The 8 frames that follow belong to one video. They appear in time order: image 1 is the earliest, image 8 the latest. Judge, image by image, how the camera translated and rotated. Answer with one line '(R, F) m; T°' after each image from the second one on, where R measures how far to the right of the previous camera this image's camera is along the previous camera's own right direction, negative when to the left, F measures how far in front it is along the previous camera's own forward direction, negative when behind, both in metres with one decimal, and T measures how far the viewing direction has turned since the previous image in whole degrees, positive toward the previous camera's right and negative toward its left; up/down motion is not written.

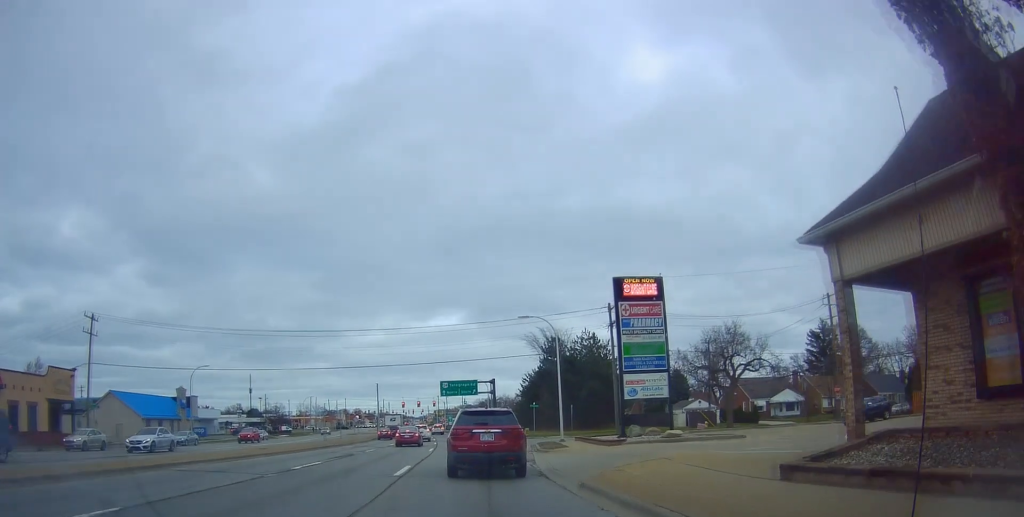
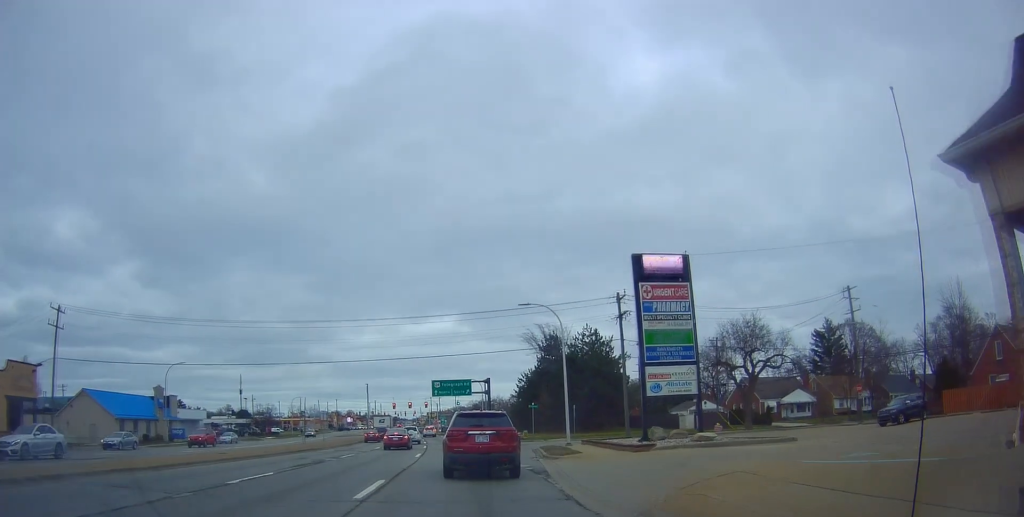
(+0.2, +6.0) m; 0°
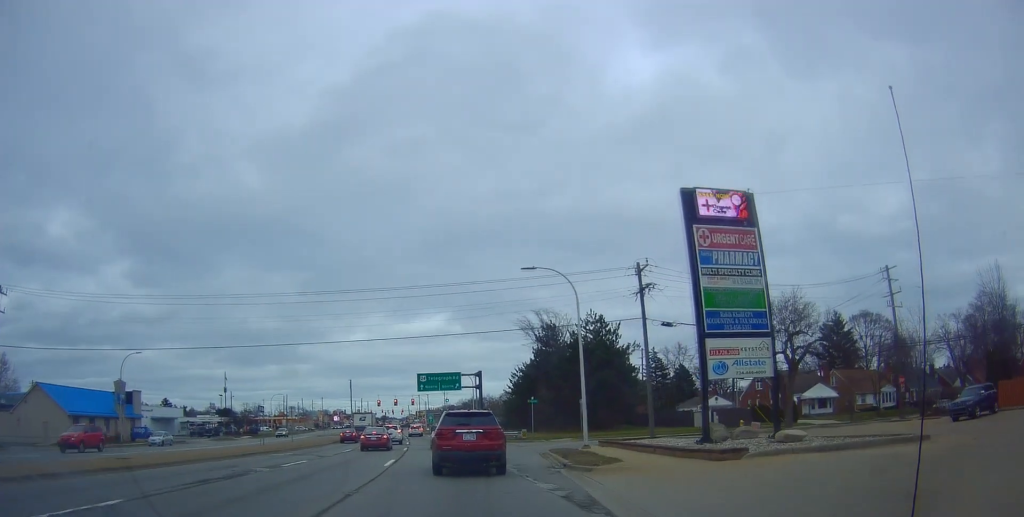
(-0.2, +9.2) m; -2°
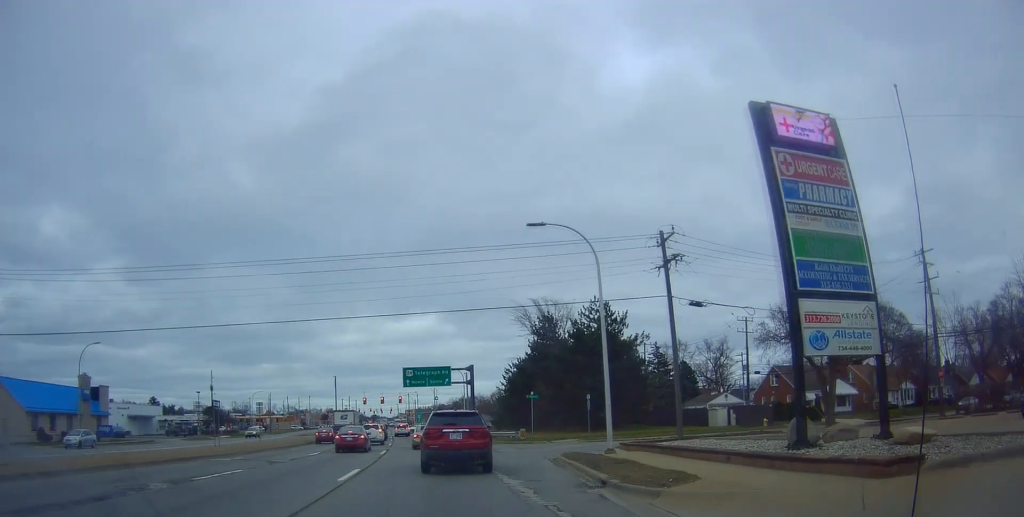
(-0.1, +7.3) m; 0°
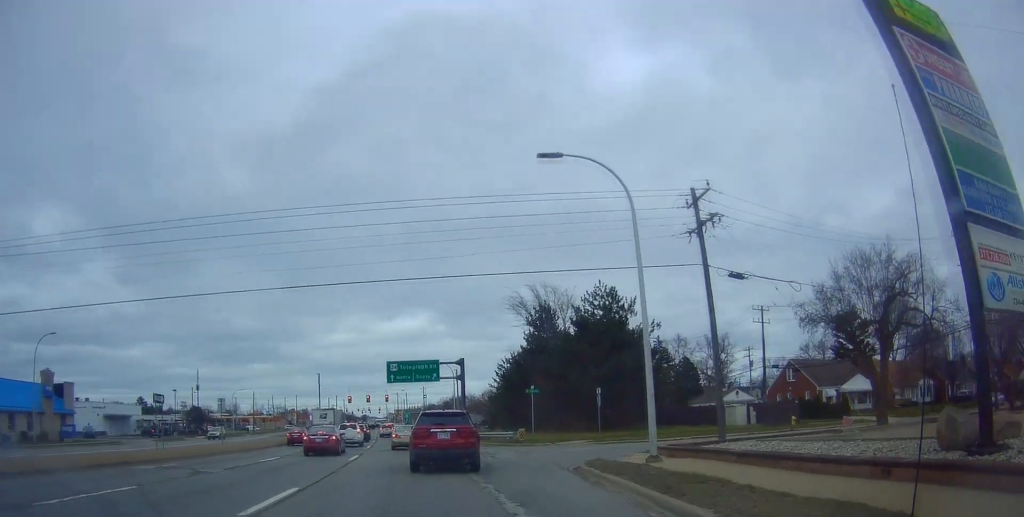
(0.0, +6.9) m; 0°
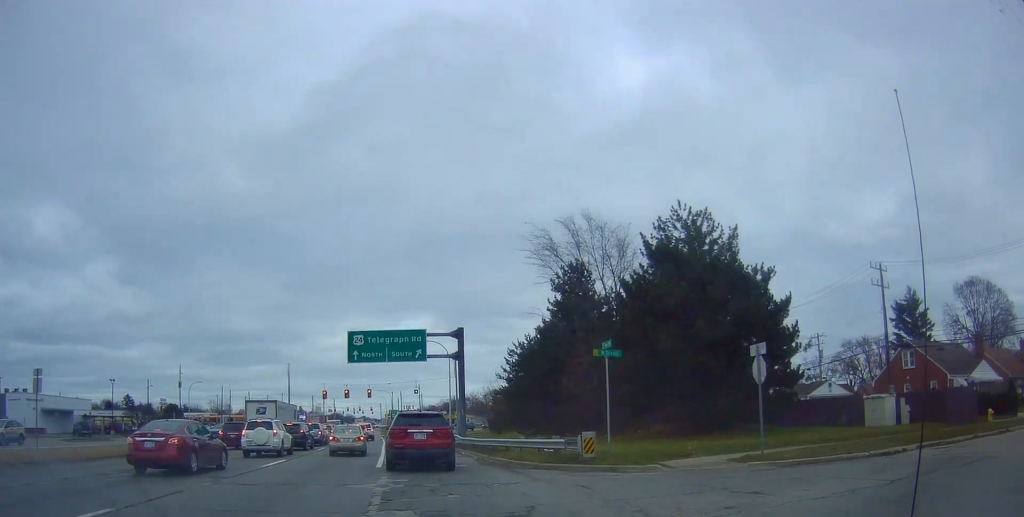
(-0.6, +22.0) m; -1°
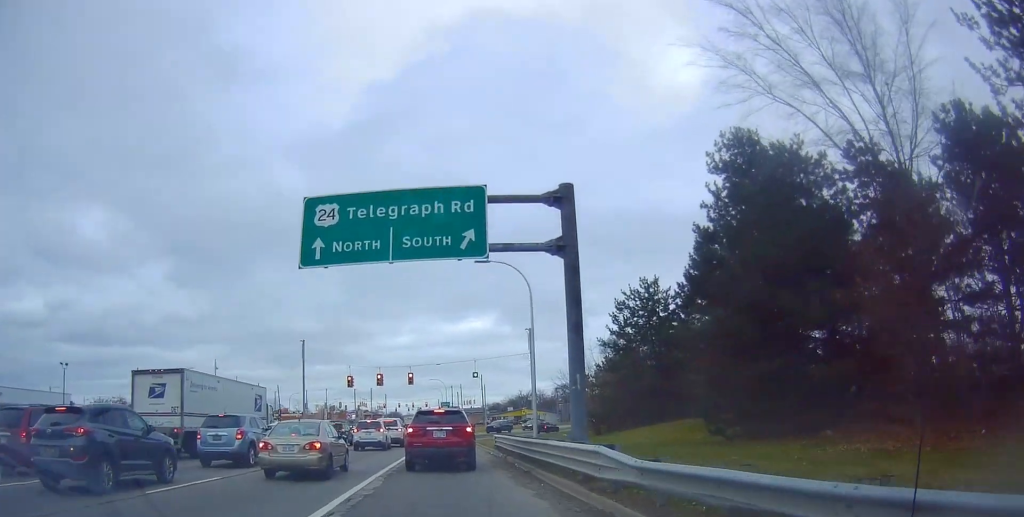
(-0.1, +25.2) m; -1°
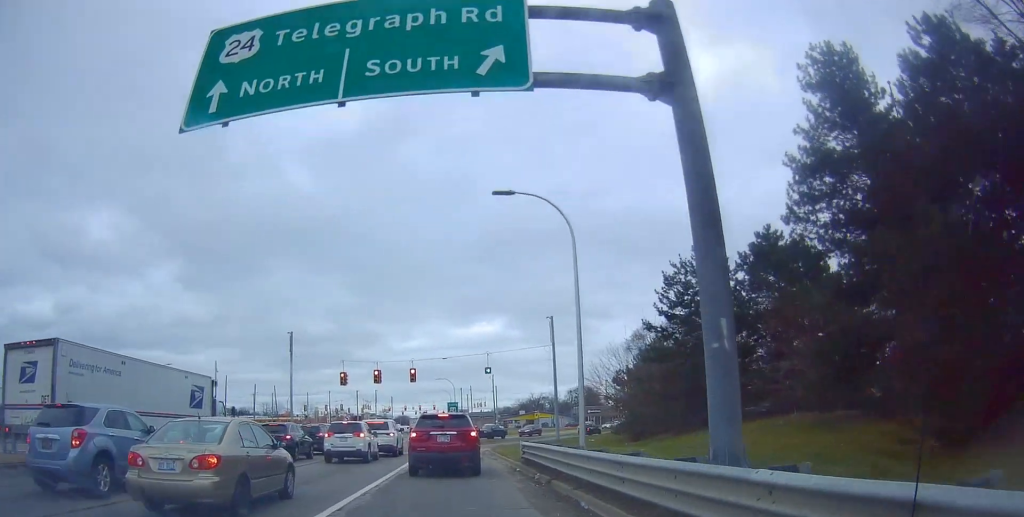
(+0.1, +8.9) m; +1°
